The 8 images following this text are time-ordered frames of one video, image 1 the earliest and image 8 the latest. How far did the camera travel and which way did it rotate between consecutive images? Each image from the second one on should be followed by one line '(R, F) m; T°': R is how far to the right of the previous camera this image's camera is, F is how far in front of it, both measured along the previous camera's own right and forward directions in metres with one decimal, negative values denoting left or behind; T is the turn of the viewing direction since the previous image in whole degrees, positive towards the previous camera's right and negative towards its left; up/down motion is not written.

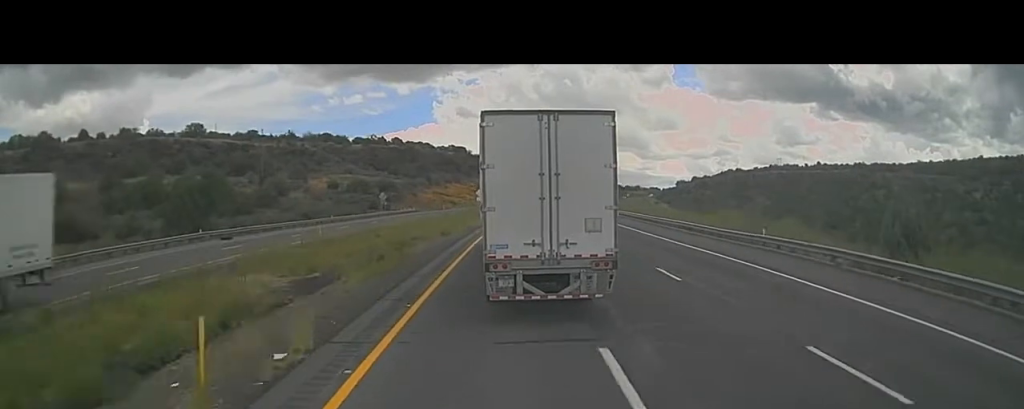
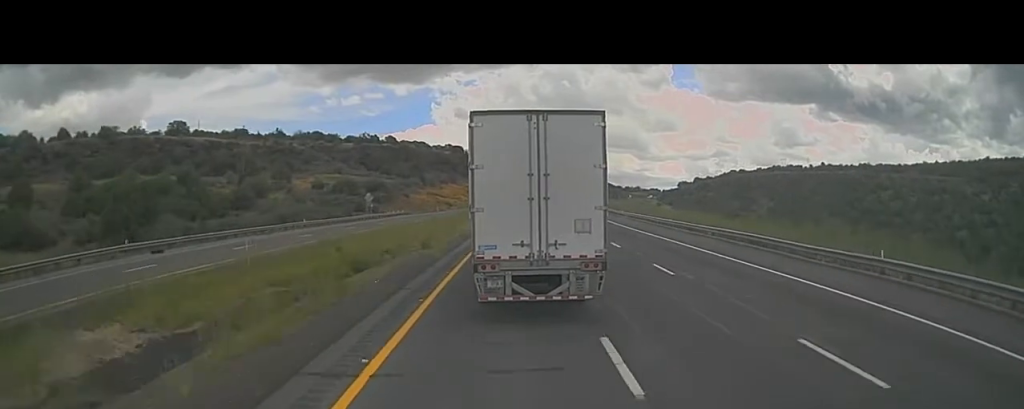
(+0.1, +11.1) m; +1°
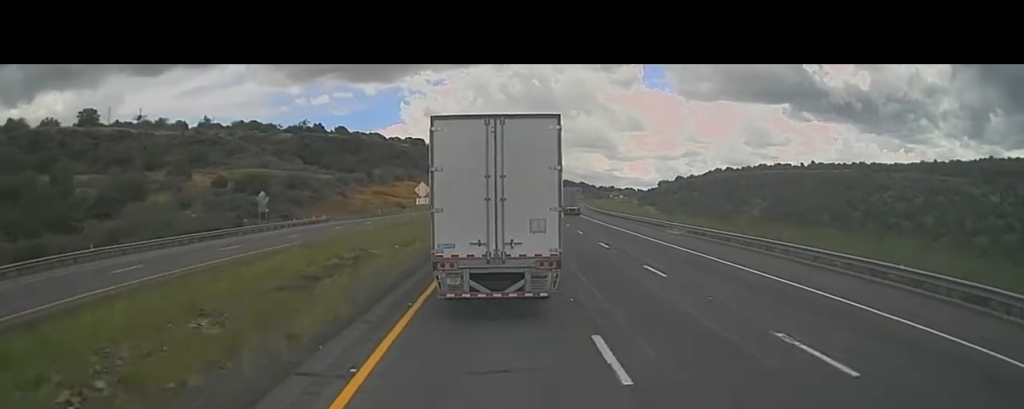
(+0.4, +36.7) m; +1°
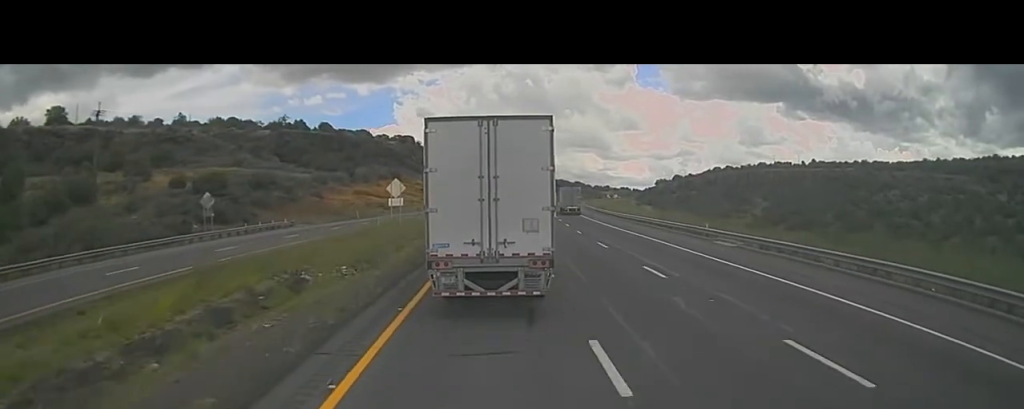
(-0.3, +13.2) m; +1°
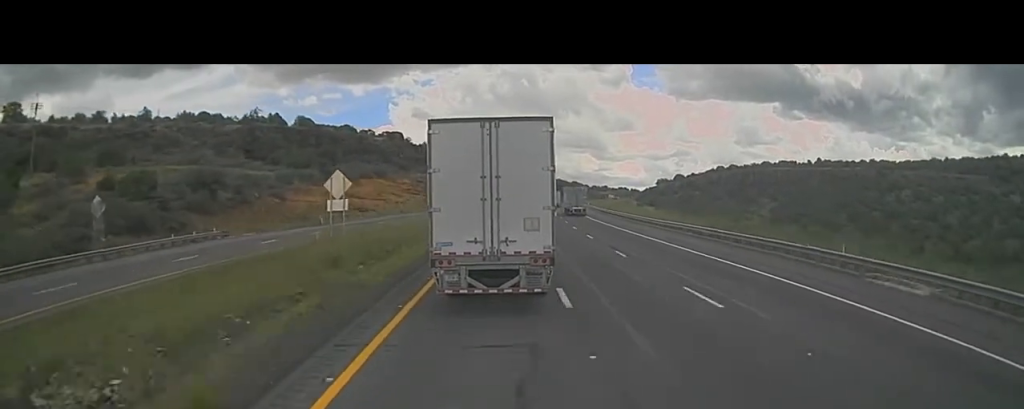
(+0.6, +16.9) m; +1°
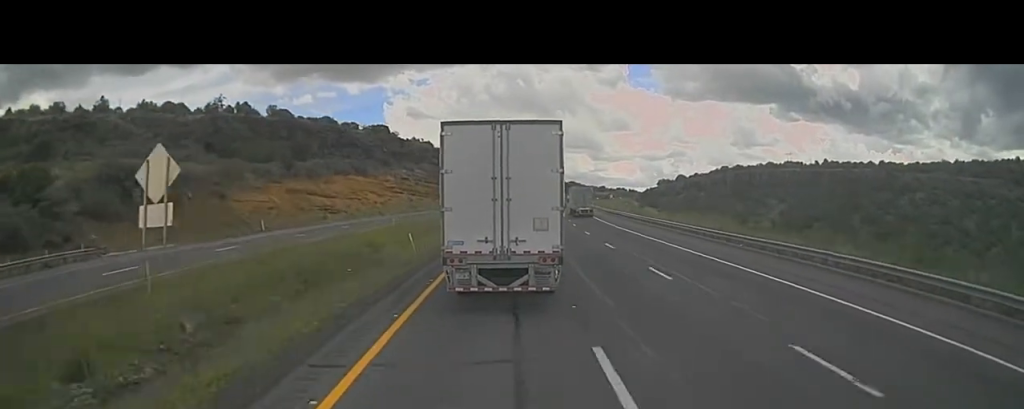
(+0.2, +20.0) m; +1°
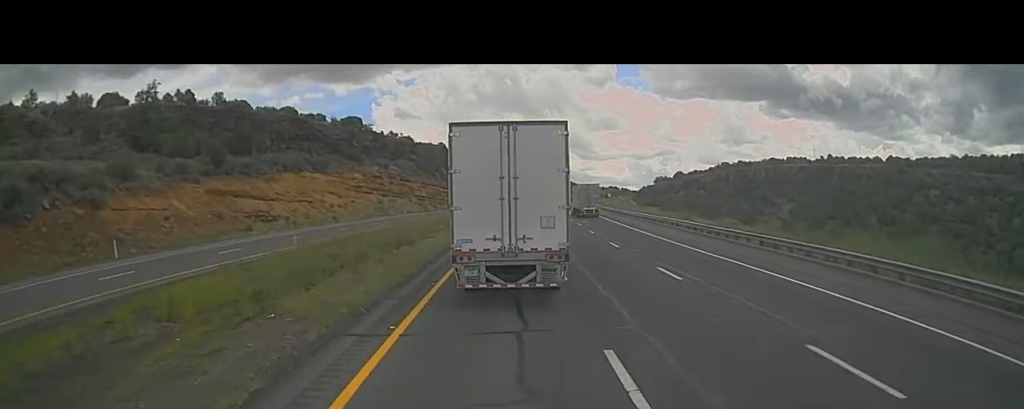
(0.0, +24.4) m; +1°
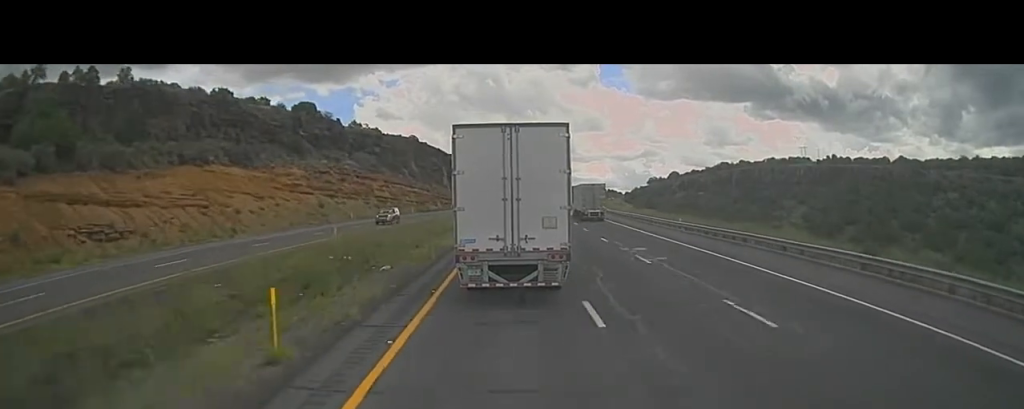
(+0.4, +31.8) m; +1°
